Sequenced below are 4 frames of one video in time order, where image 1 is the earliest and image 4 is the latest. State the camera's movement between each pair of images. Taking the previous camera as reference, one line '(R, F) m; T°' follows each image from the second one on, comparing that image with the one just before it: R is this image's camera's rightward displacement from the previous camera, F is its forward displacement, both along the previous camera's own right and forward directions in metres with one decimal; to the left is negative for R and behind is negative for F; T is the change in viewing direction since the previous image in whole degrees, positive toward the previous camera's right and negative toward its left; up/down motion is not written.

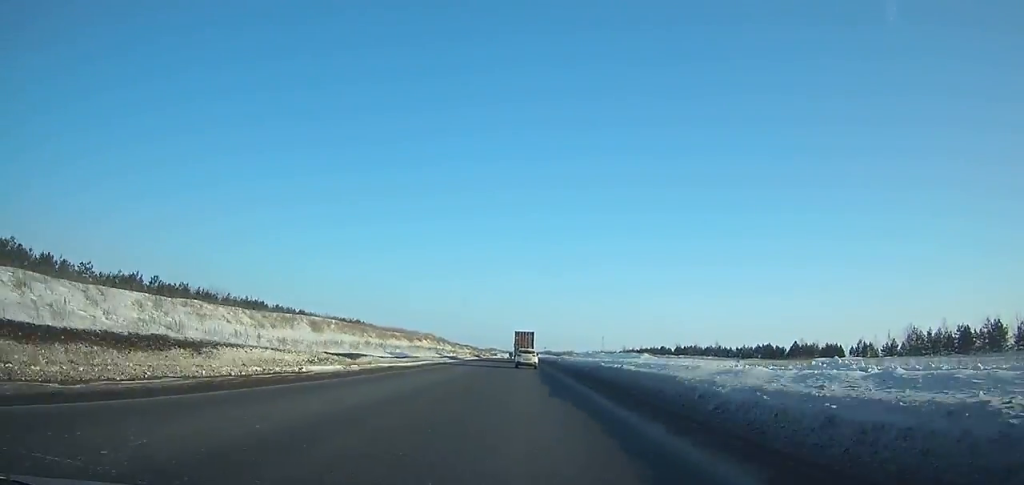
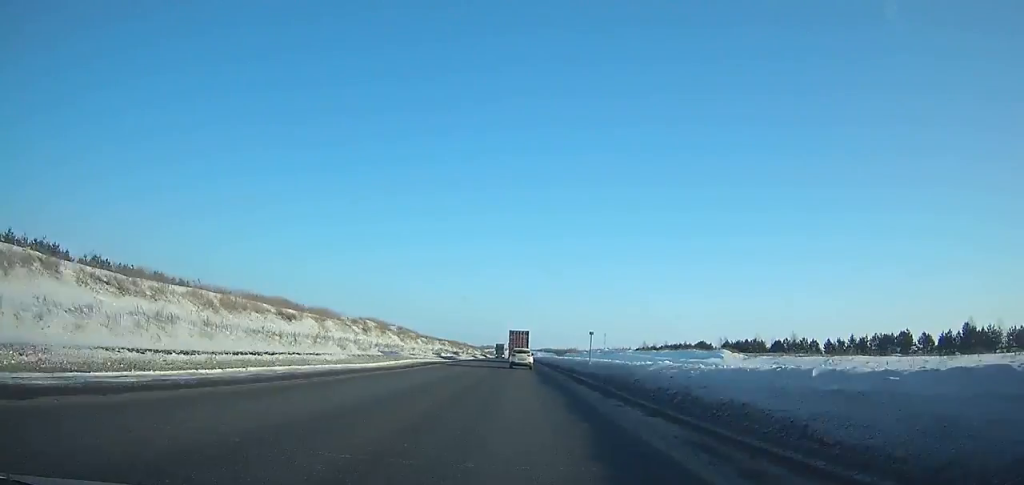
(+0.1, +83.7) m; 0°
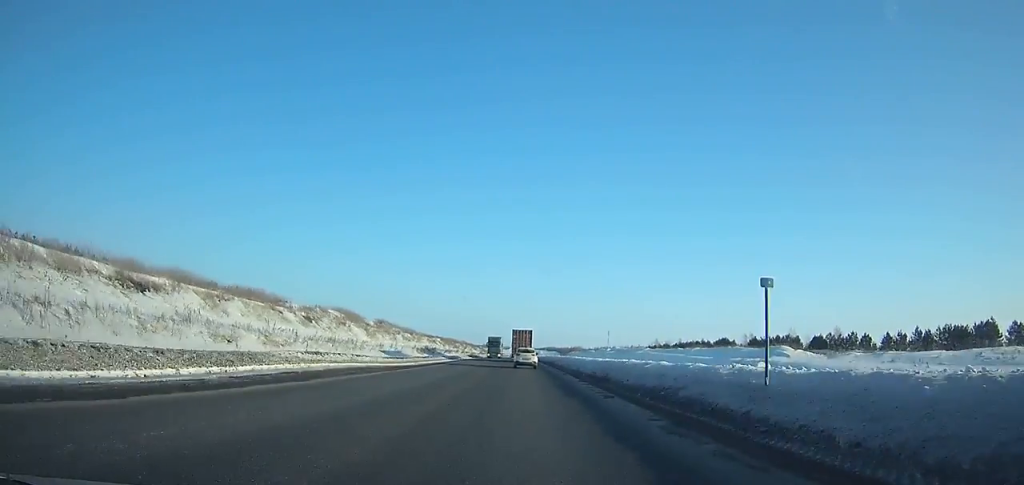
(0.0, +28.1) m; 0°
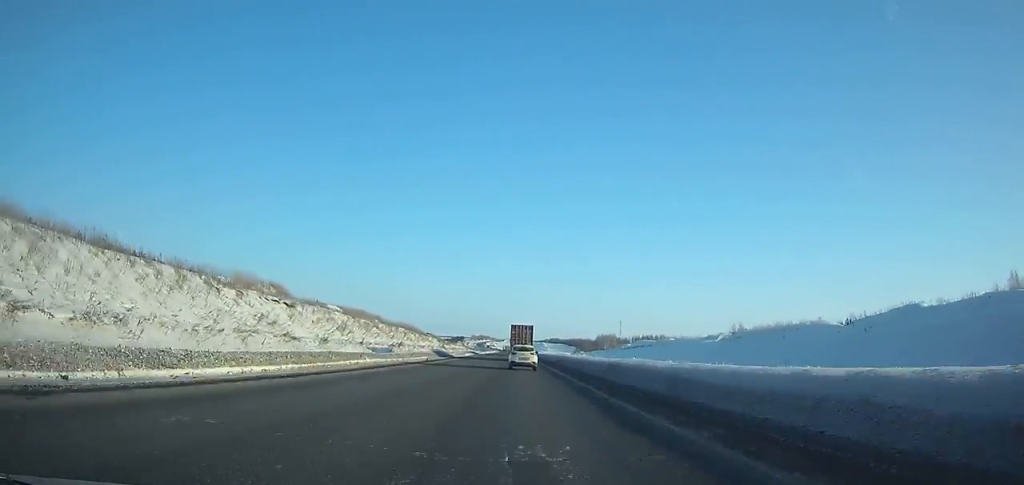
(-1.3, +277.8) m; 0°
